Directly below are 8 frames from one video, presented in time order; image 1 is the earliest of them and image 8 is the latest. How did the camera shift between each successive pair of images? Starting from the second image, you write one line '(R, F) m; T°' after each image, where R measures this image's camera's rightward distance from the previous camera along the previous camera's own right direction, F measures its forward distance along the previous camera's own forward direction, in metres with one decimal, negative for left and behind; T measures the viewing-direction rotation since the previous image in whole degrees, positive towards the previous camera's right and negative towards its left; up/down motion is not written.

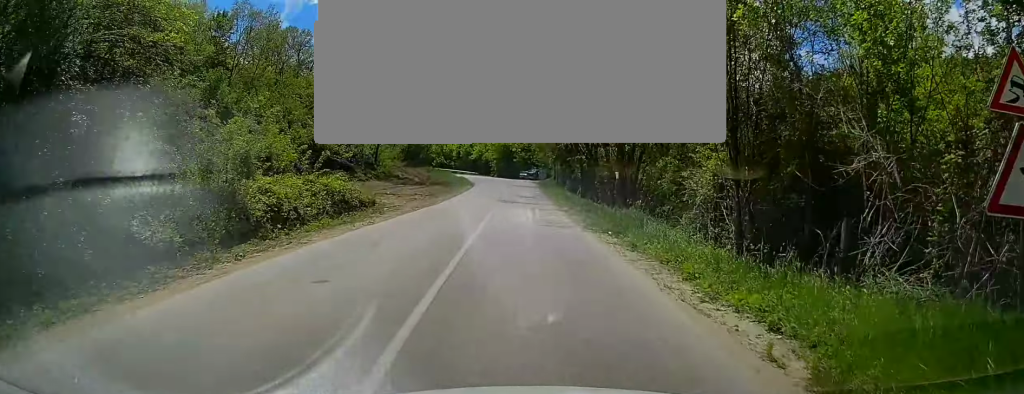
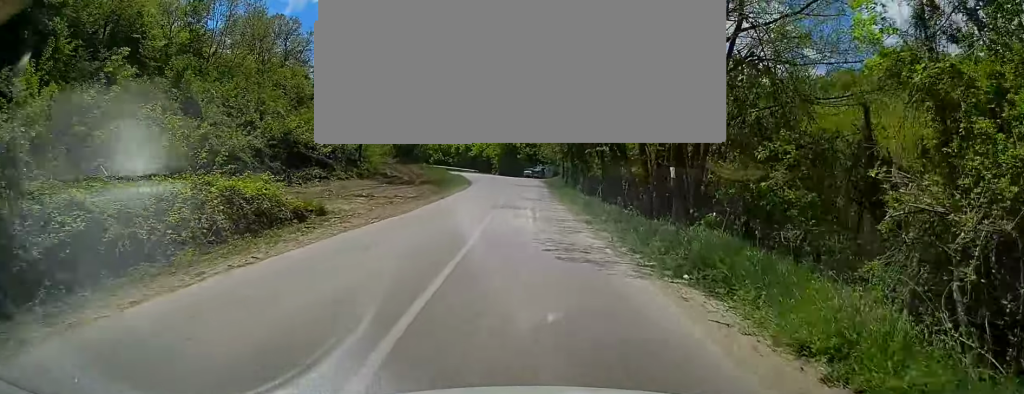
(+0.1, +8.1) m; 0°
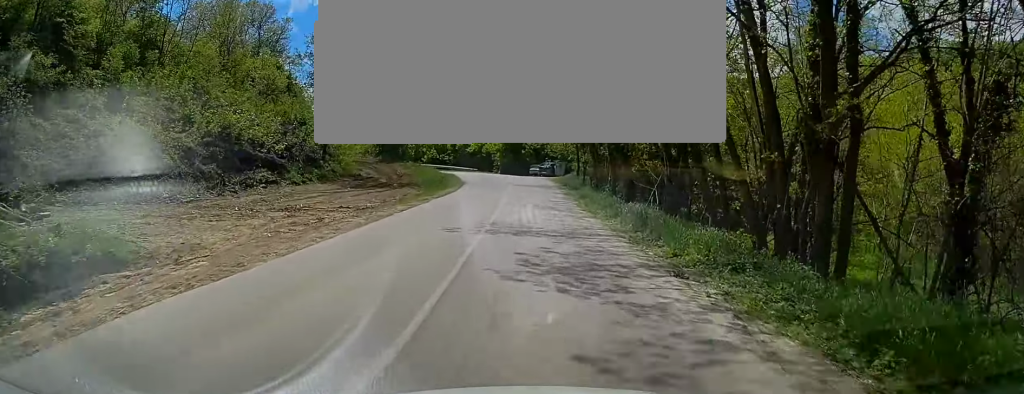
(-0.1, +11.5) m; -1°
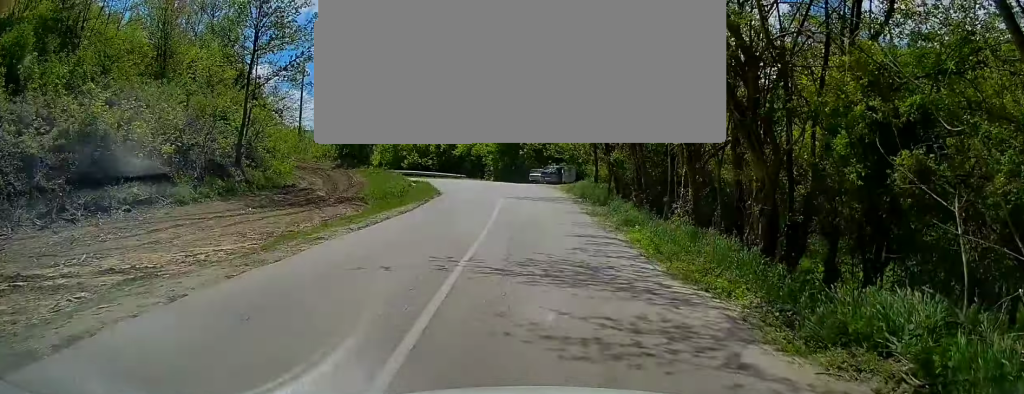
(-0.1, +14.0) m; 0°
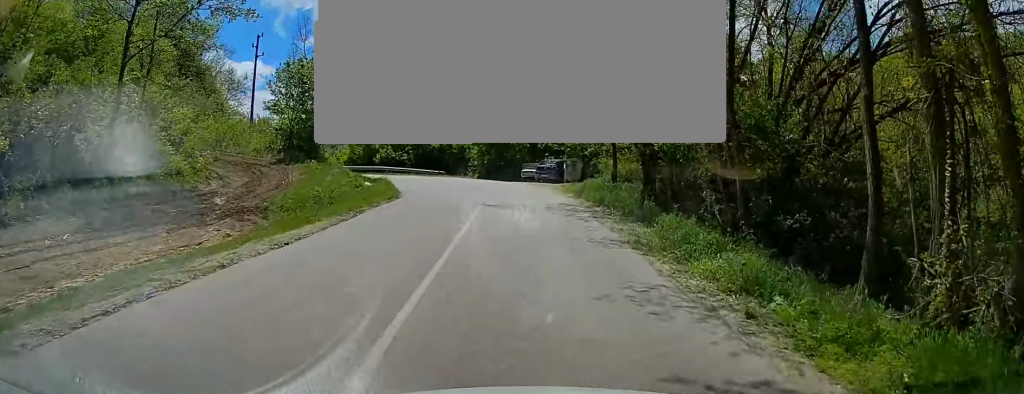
(+0.1, +10.5) m; +1°
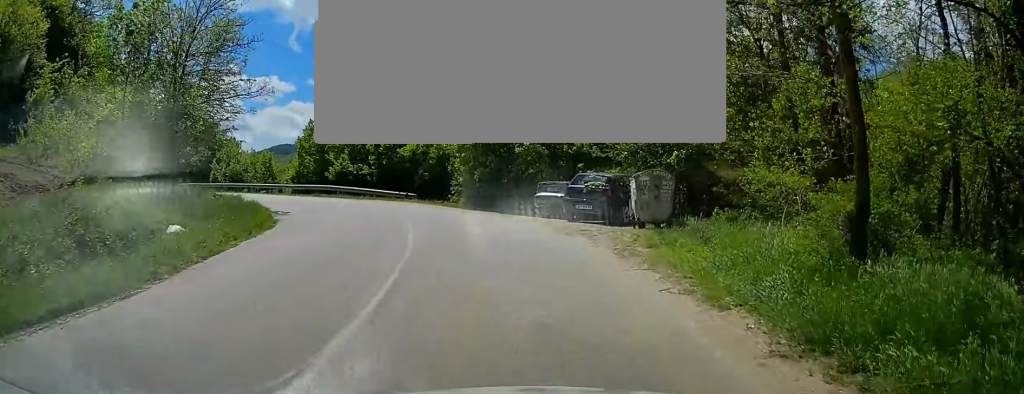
(+0.1, +20.0) m; -3°
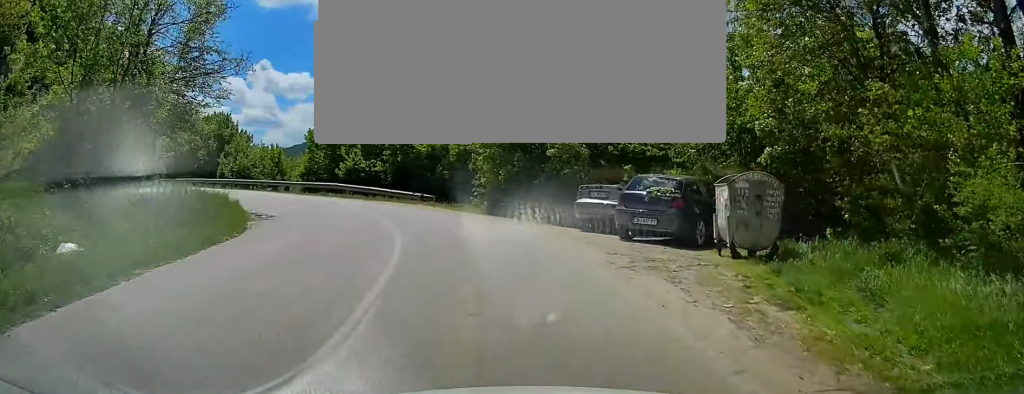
(0.0, +4.7) m; -7°
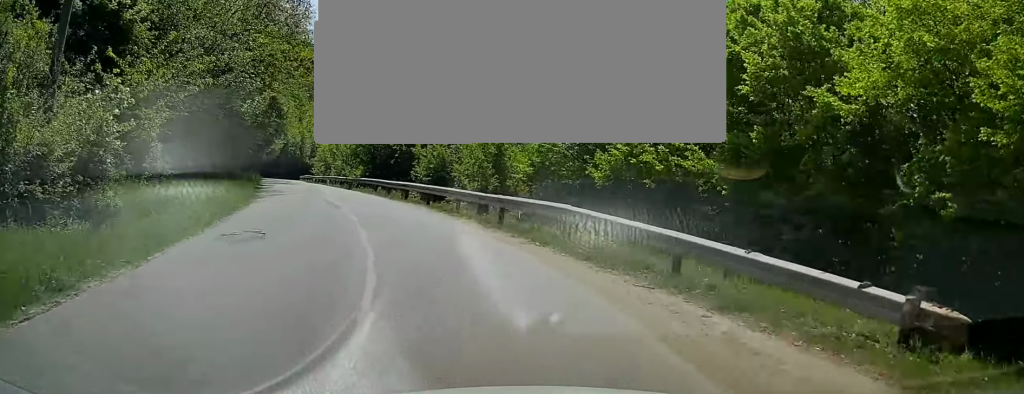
(-6.6, +21.3) m; -25°
